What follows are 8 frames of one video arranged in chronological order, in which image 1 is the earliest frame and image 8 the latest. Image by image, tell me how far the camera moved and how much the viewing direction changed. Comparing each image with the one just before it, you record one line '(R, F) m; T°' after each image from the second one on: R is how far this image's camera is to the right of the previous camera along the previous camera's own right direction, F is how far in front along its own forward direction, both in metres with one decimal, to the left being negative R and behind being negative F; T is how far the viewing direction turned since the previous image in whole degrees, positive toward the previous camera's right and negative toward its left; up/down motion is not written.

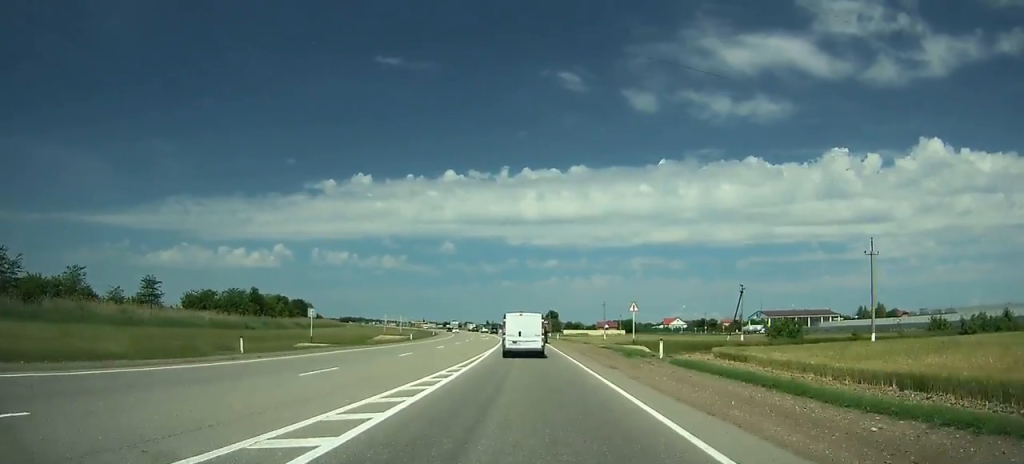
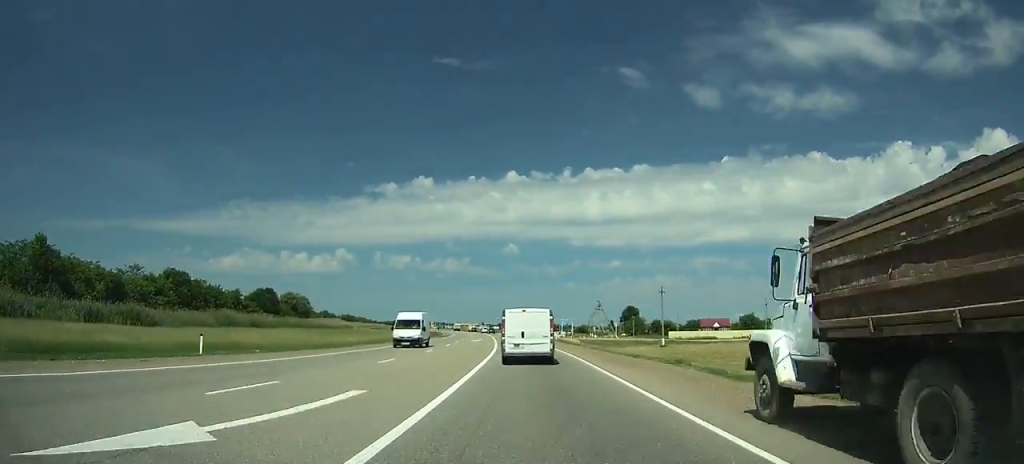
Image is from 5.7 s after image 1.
(-6.2, +107.9) m; -7°
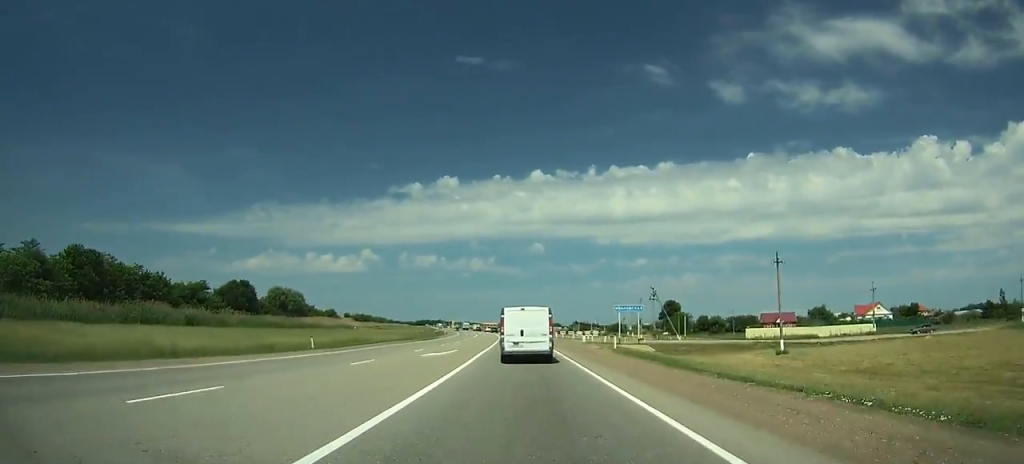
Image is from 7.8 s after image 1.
(-1.2, +37.2) m; -2°
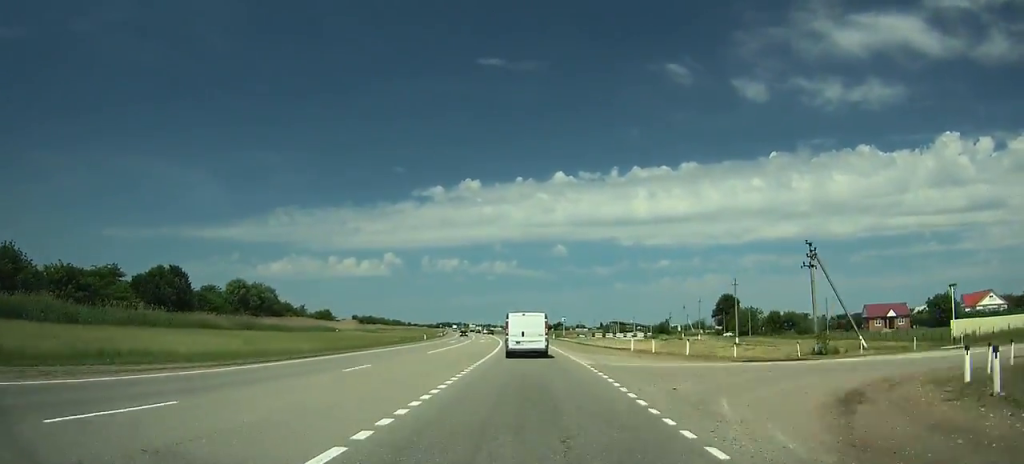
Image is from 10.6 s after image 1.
(-1.2, +50.8) m; -2°
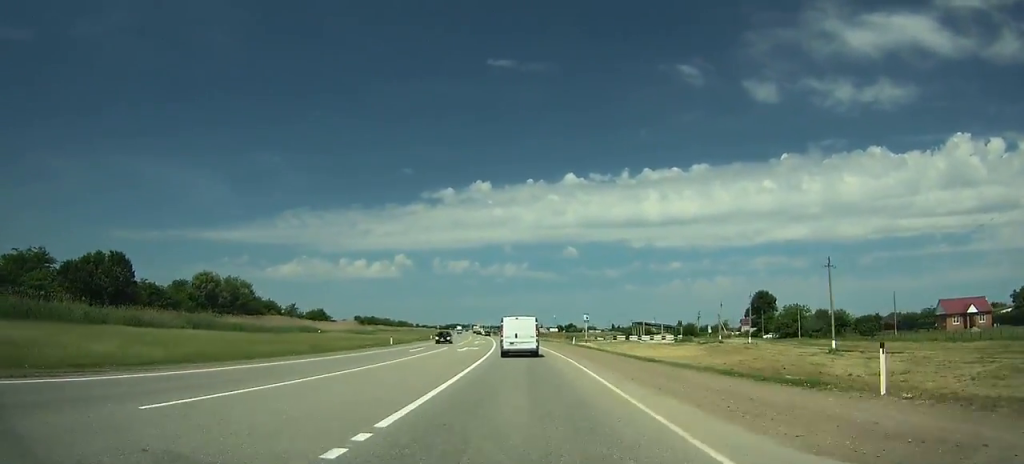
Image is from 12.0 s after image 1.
(-0.1, +25.9) m; -1°
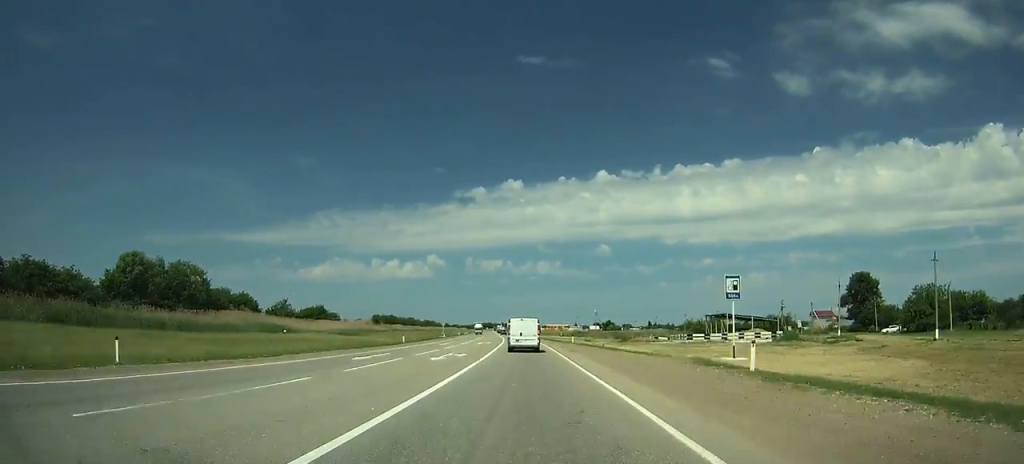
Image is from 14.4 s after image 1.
(-0.7, +46.3) m; -2°
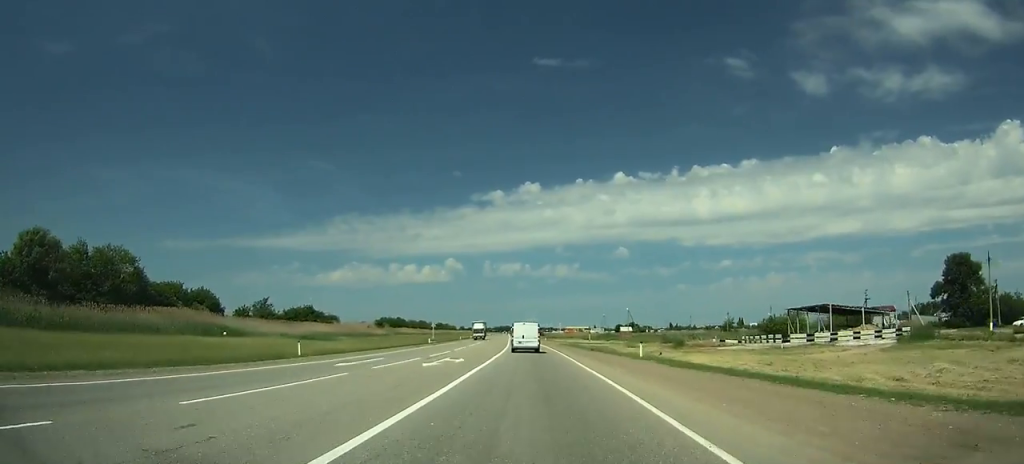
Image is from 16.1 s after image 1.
(-0.7, +32.6) m; -1°
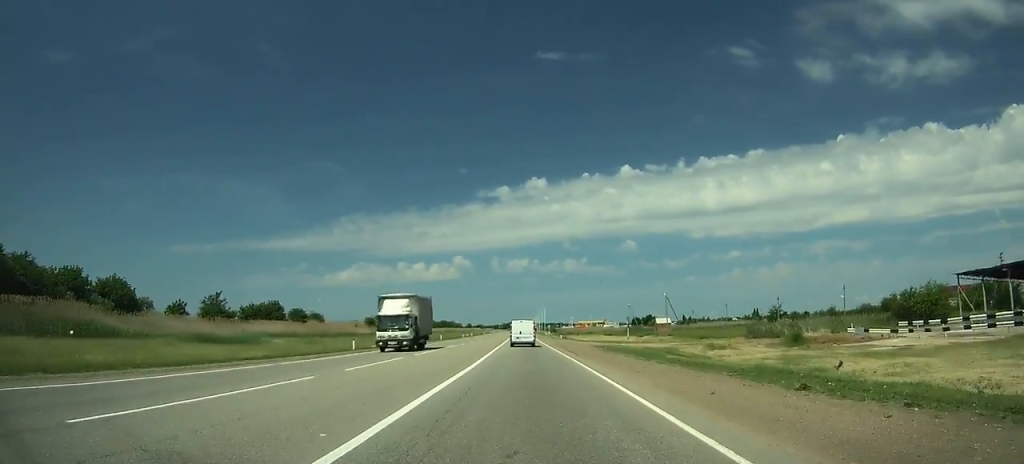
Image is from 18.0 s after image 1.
(-0.4, +36.7) m; -2°
